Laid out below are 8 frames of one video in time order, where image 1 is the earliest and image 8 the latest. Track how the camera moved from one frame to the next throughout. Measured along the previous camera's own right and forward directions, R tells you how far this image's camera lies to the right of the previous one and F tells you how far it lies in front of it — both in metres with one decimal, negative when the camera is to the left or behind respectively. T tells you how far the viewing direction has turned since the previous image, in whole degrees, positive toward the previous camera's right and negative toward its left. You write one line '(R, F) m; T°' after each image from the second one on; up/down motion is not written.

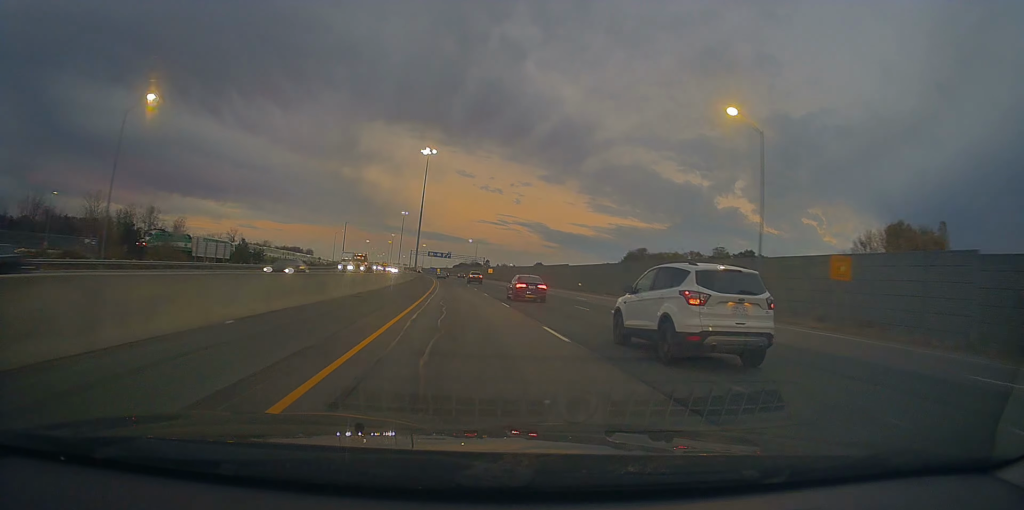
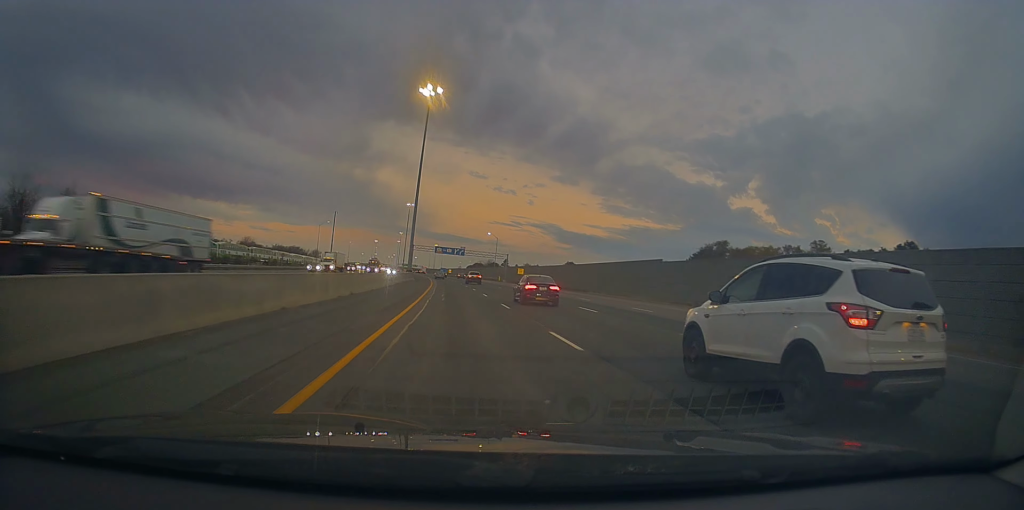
(-0.7, +49.7) m; -2°
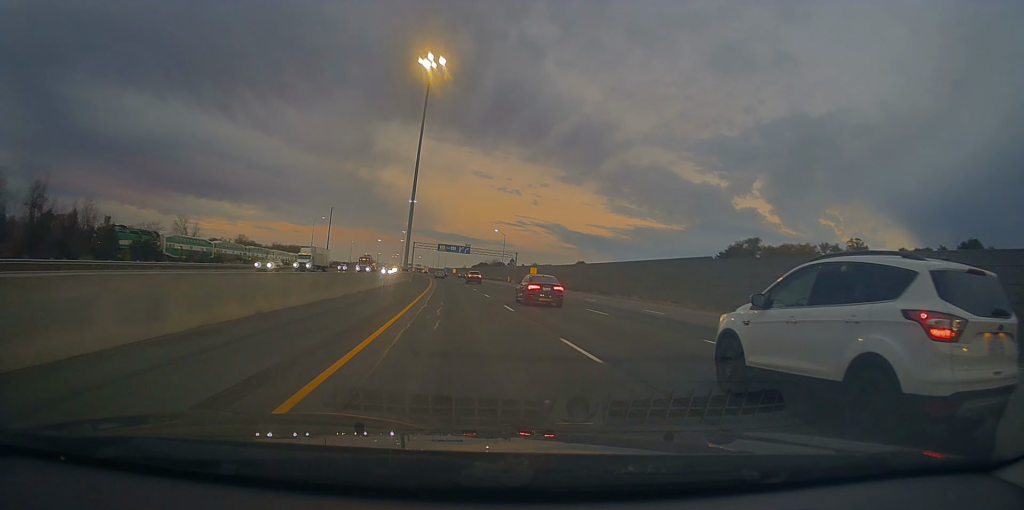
(-0.3, +13.7) m; -1°
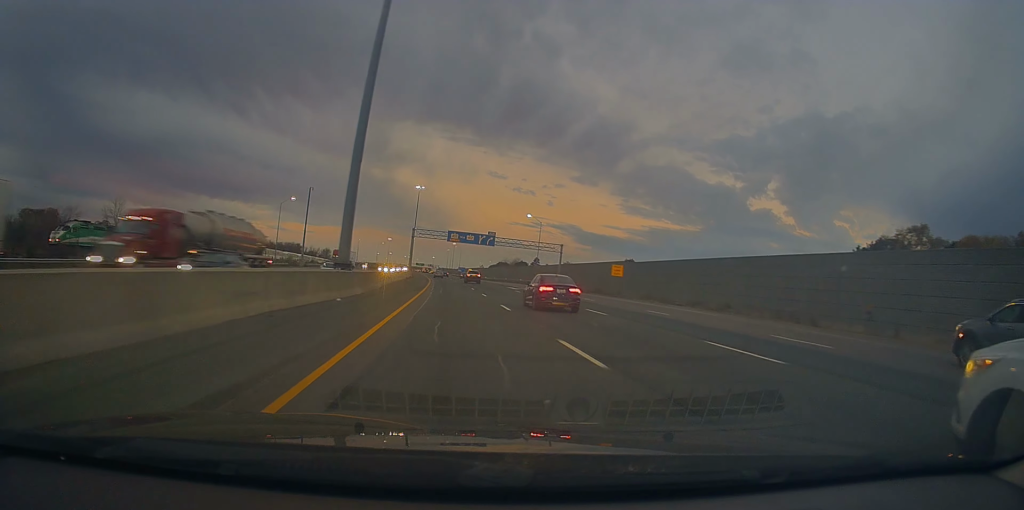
(-0.7, +49.1) m; -2°
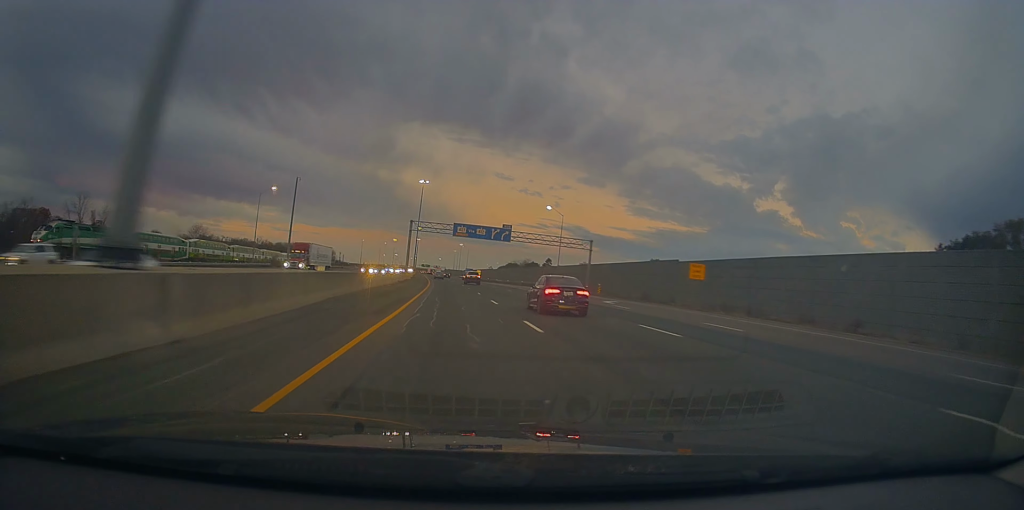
(-0.2, +19.5) m; -1°
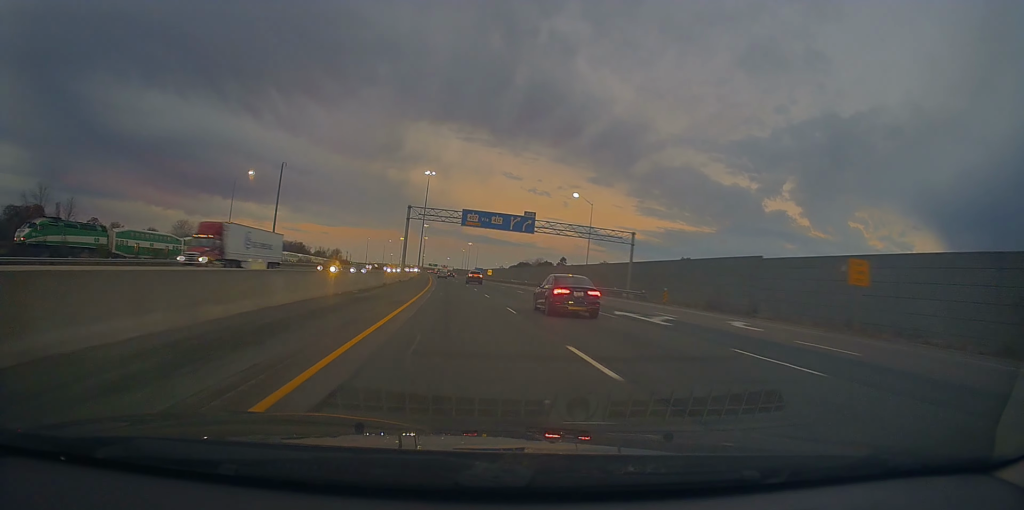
(-0.1, +18.3) m; -1°
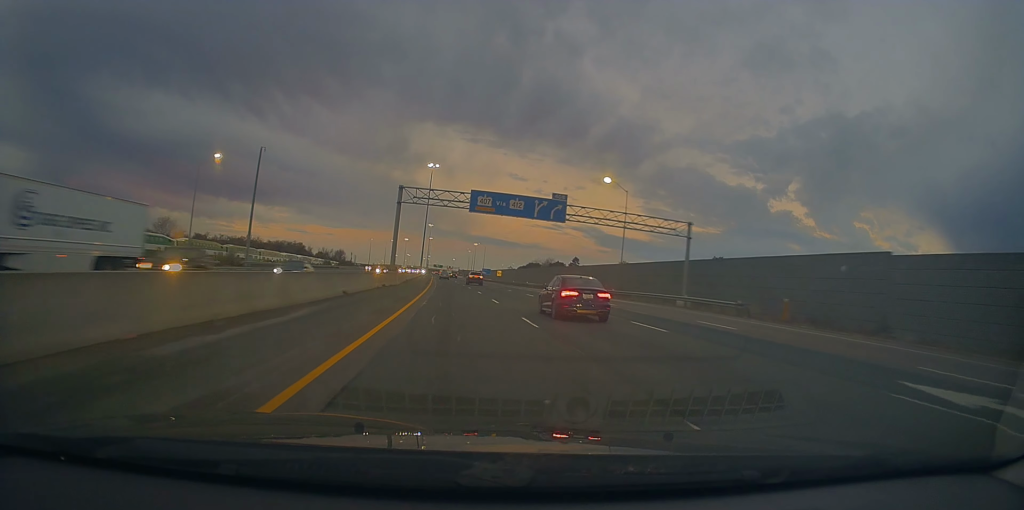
(0.0, +17.2) m; -1°
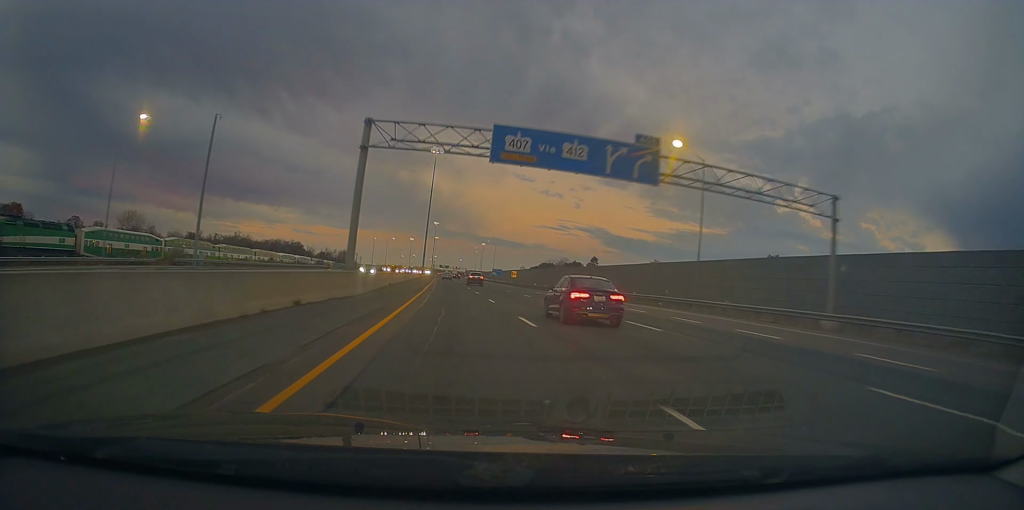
(-0.2, +24.0) m; -1°
